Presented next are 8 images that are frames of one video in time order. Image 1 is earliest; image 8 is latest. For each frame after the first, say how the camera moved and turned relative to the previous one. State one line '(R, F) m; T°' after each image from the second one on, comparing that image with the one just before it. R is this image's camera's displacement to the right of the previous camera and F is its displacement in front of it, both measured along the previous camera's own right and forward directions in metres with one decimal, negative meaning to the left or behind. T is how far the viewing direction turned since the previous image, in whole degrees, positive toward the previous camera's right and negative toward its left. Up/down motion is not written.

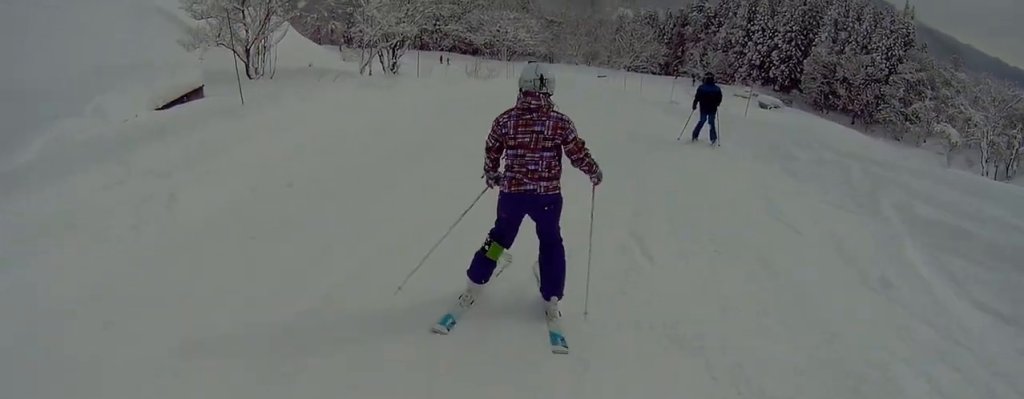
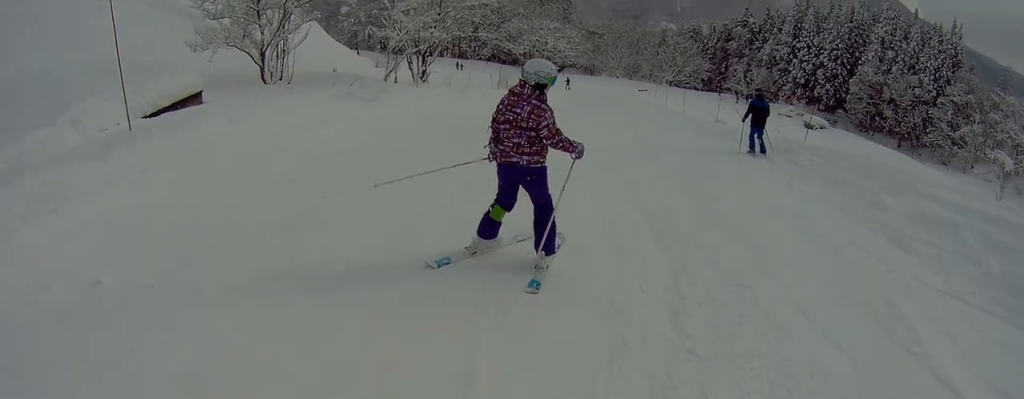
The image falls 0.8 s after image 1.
(-0.4, +3.7) m; -1°
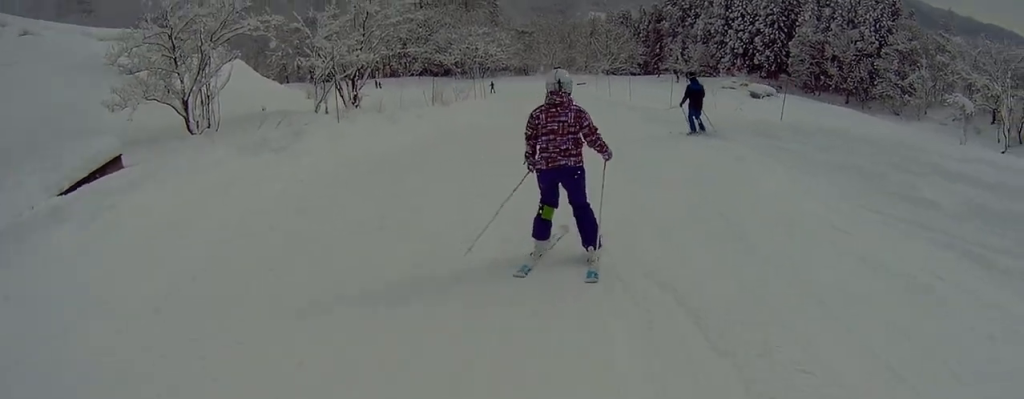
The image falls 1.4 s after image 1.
(-0.1, +2.6) m; 0°
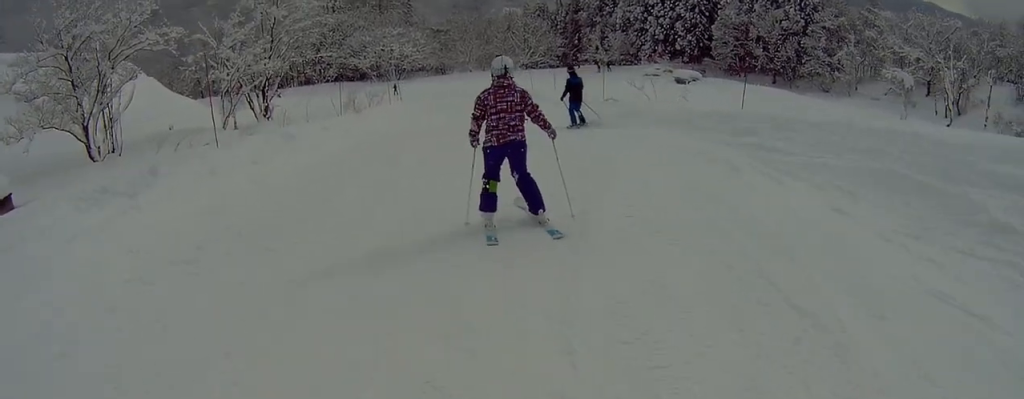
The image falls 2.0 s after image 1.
(+0.4, +2.8) m; 0°
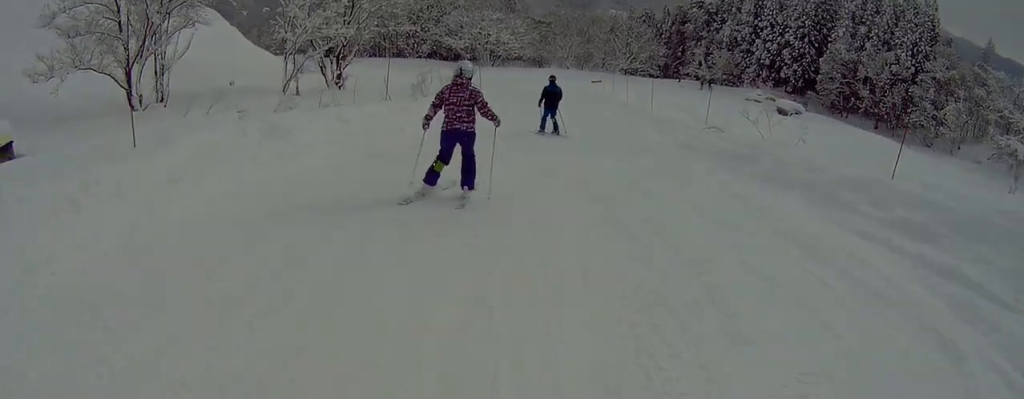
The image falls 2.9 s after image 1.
(-0.4, +4.9) m; -18°
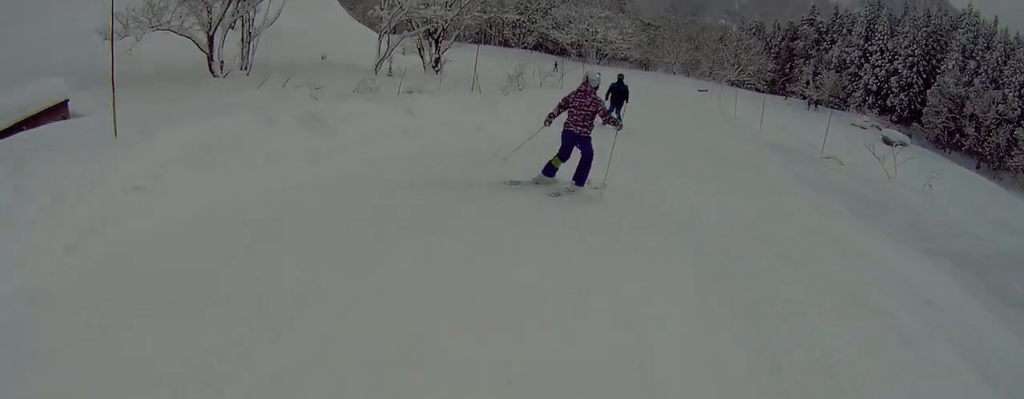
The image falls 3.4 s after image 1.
(-0.3, +2.3) m; +1°
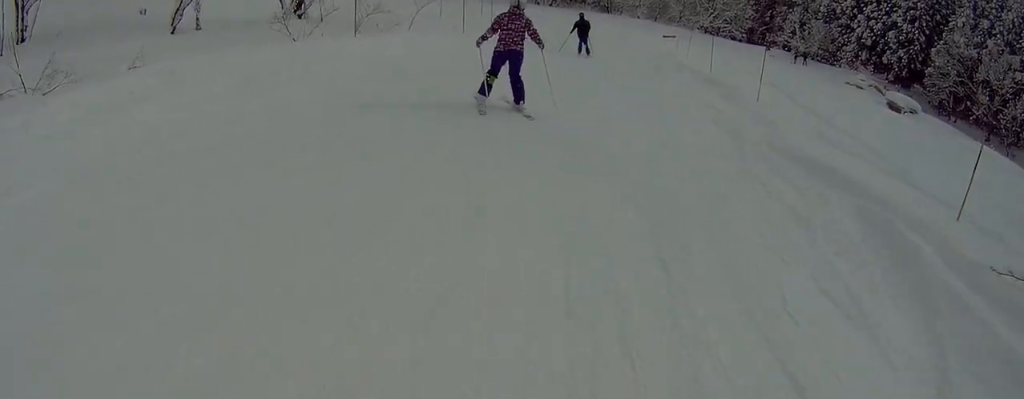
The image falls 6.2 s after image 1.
(+4.2, +13.6) m; +11°
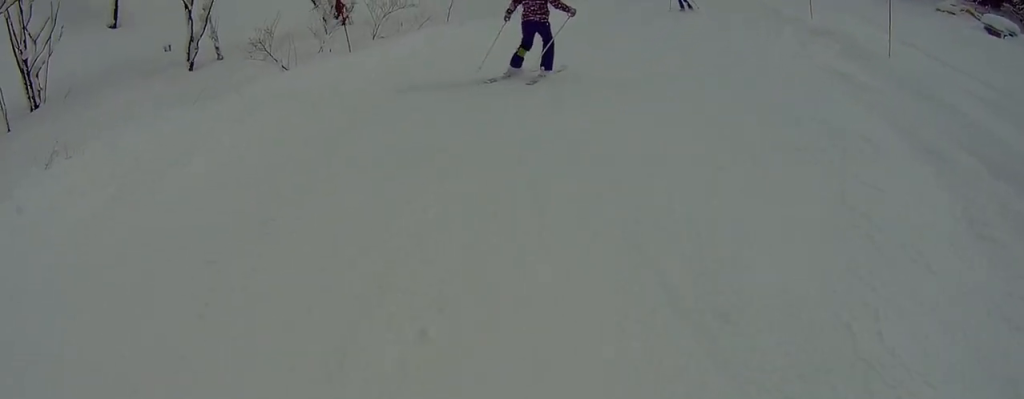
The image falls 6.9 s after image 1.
(-0.1, +4.1) m; -1°
